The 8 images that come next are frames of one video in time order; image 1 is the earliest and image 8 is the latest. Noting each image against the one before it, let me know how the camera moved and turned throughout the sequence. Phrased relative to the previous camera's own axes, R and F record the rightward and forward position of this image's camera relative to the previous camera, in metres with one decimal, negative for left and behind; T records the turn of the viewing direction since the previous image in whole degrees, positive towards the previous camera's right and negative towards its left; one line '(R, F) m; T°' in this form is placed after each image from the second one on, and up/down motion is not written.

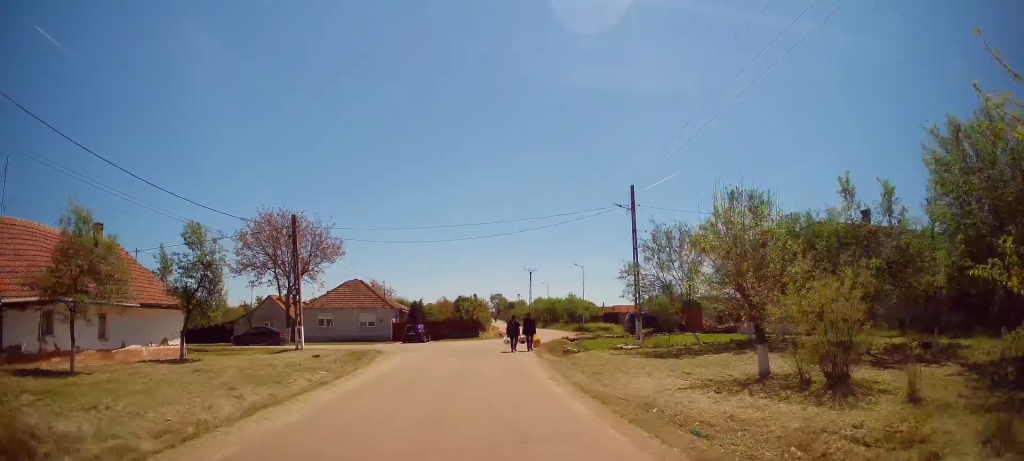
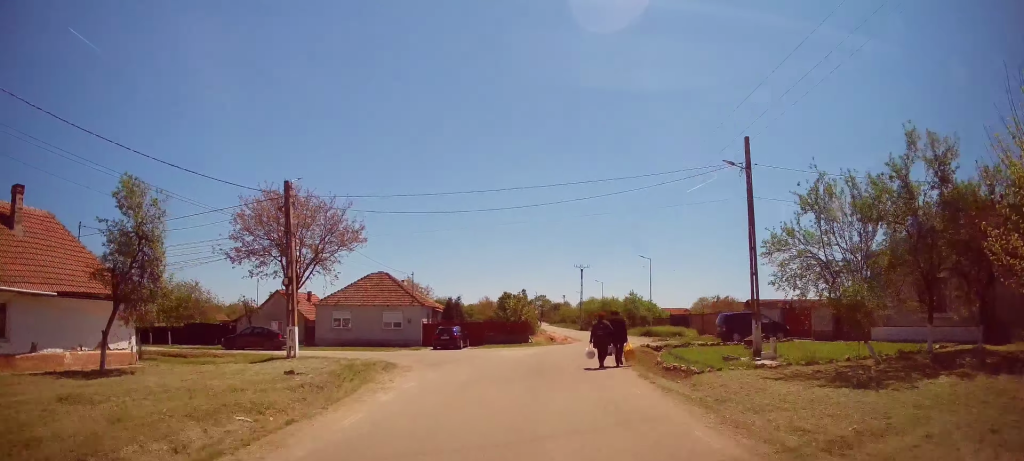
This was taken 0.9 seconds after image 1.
(0.0, +8.4) m; -2°
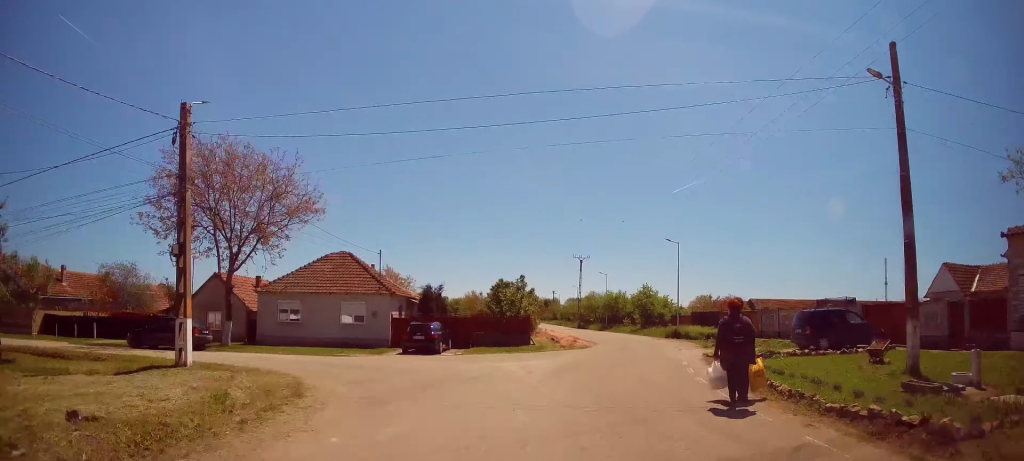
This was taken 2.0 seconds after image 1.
(-0.4, +9.5) m; -1°
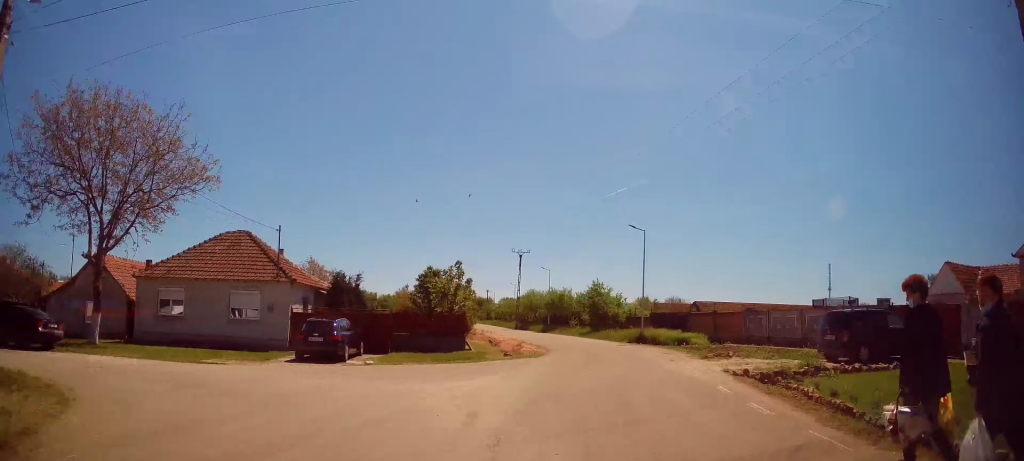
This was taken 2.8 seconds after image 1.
(+0.2, +6.8) m; +7°
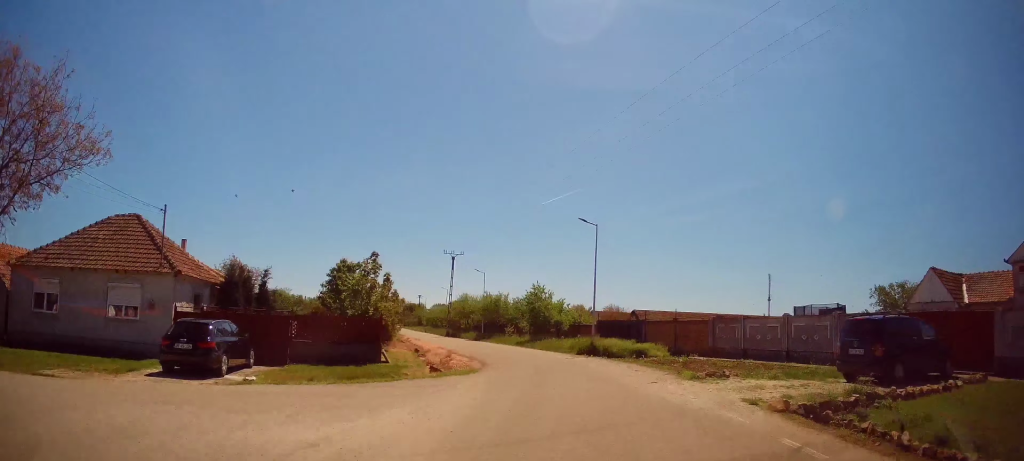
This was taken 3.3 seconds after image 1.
(+0.2, +4.6) m; +4°
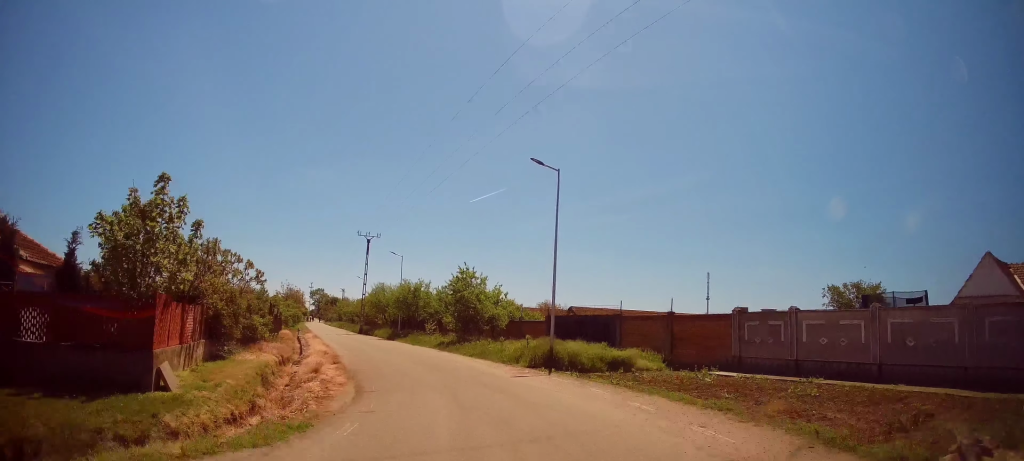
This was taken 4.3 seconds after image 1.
(+0.8, +9.2) m; +5°
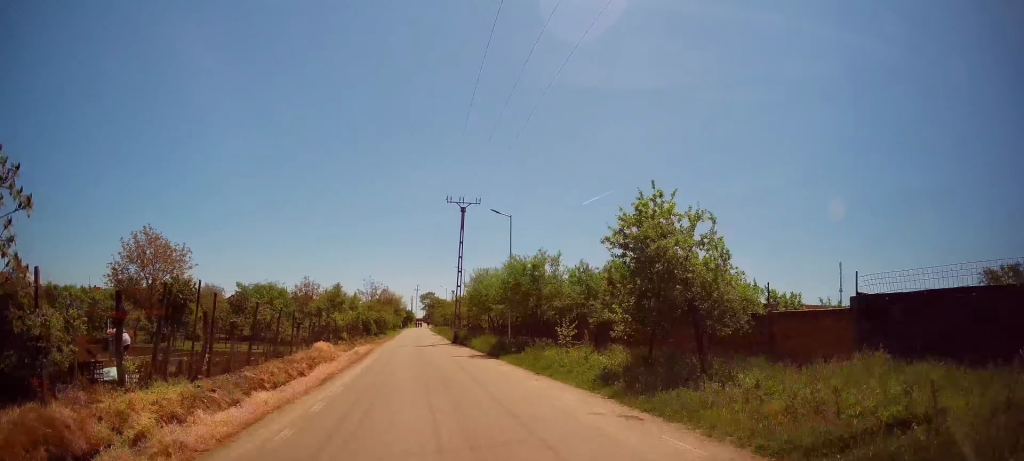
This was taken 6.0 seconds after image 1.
(+0.2, +16.1) m; -3°
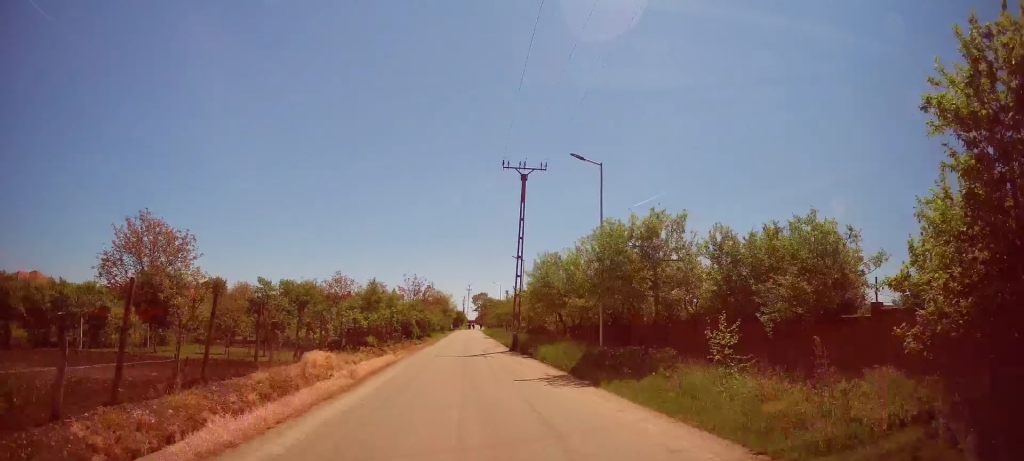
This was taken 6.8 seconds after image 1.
(-0.7, +8.6) m; -7°
